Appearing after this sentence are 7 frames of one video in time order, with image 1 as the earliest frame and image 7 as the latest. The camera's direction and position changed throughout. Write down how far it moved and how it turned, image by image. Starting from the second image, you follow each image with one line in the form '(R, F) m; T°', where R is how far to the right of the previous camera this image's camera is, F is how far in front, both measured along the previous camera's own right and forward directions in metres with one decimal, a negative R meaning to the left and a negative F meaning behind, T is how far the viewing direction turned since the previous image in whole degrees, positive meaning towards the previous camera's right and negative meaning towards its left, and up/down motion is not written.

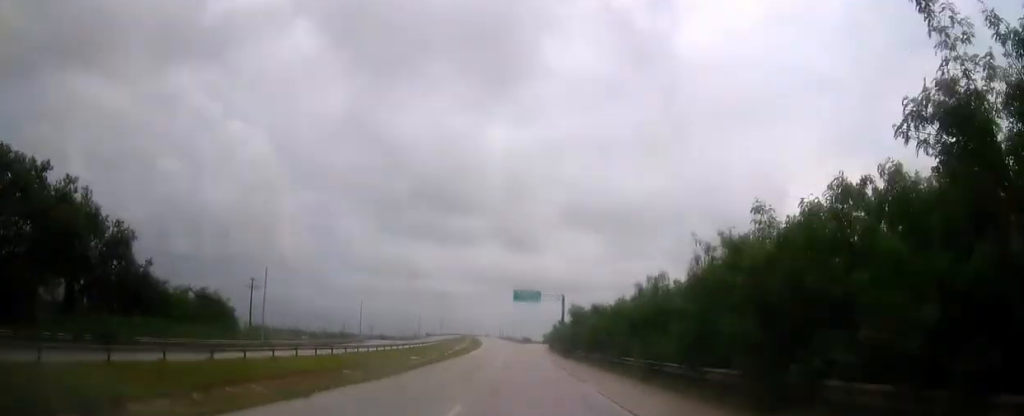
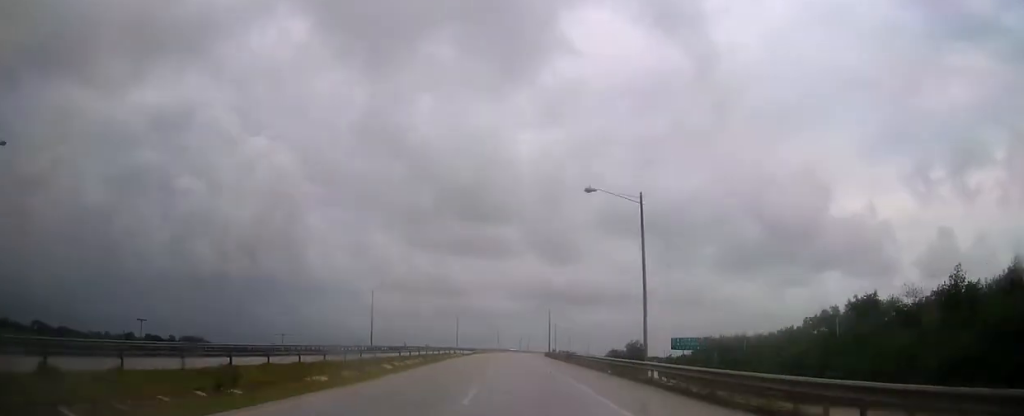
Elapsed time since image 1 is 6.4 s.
(-7.9, +177.5) m; -4°
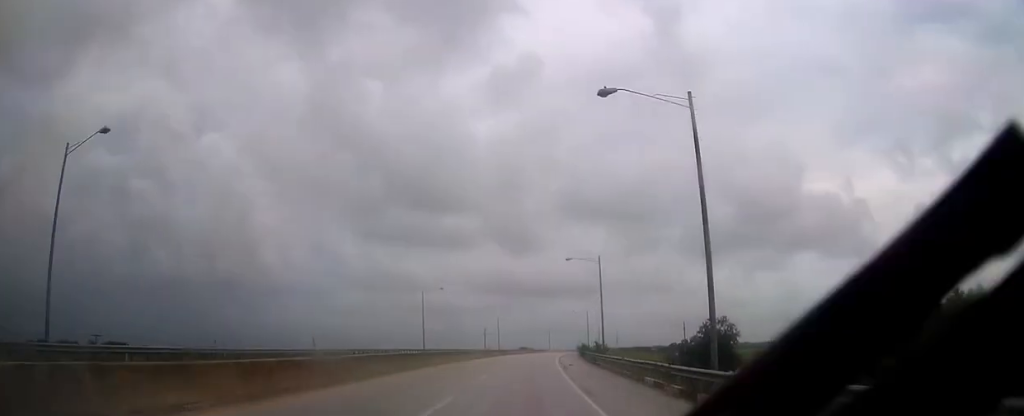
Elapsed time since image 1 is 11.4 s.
(+0.7, +136.9) m; +3°
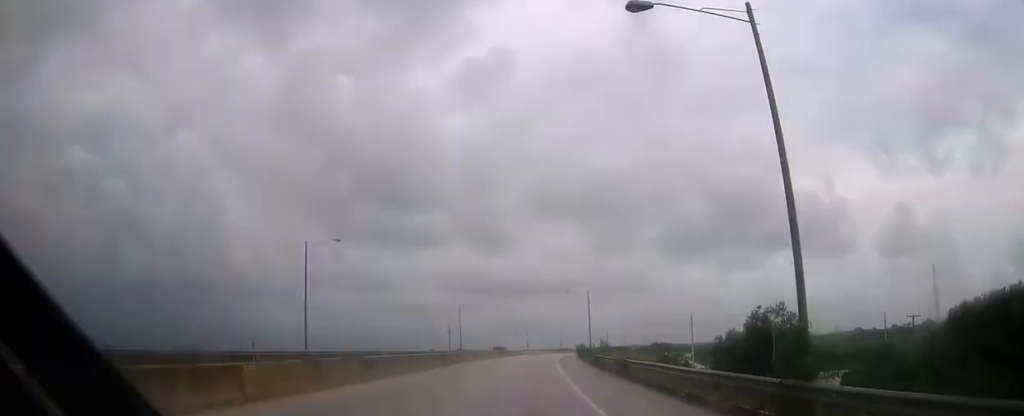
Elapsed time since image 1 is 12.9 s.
(+0.3, +40.6) m; +2°
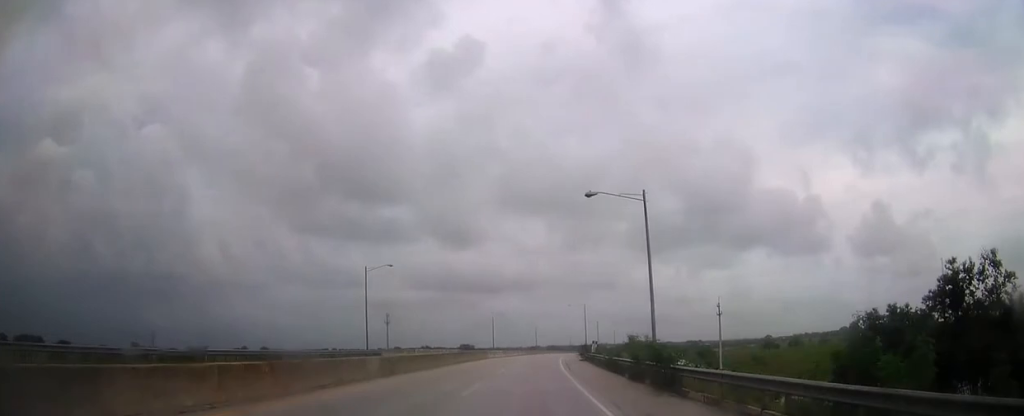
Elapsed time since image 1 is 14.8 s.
(+1.7, +52.0) m; +3°
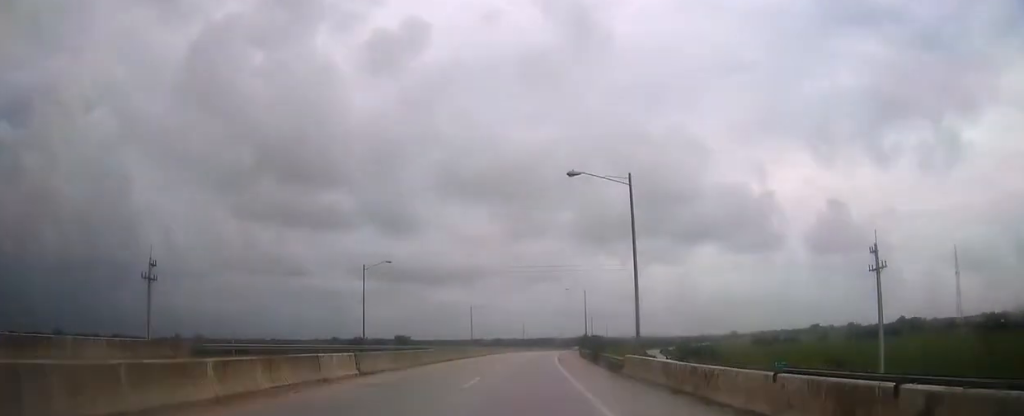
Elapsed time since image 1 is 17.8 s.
(+3.2, +81.2) m; +5°
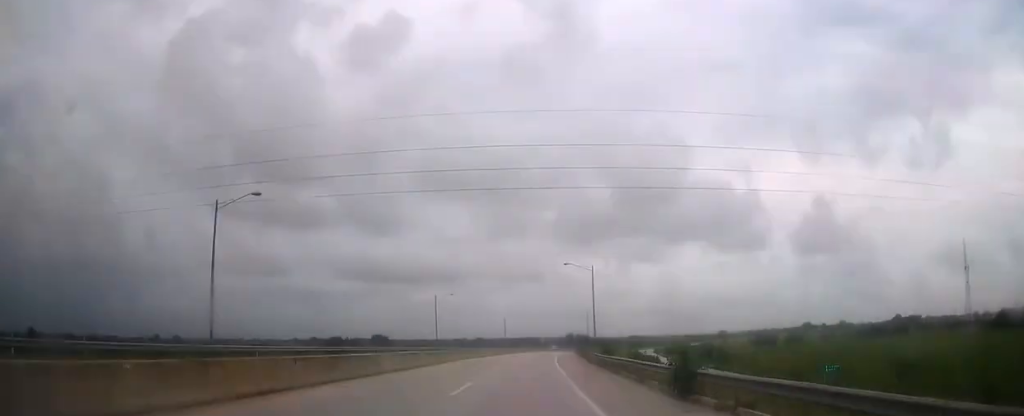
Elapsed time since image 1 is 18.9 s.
(+1.0, +30.0) m; +2°
